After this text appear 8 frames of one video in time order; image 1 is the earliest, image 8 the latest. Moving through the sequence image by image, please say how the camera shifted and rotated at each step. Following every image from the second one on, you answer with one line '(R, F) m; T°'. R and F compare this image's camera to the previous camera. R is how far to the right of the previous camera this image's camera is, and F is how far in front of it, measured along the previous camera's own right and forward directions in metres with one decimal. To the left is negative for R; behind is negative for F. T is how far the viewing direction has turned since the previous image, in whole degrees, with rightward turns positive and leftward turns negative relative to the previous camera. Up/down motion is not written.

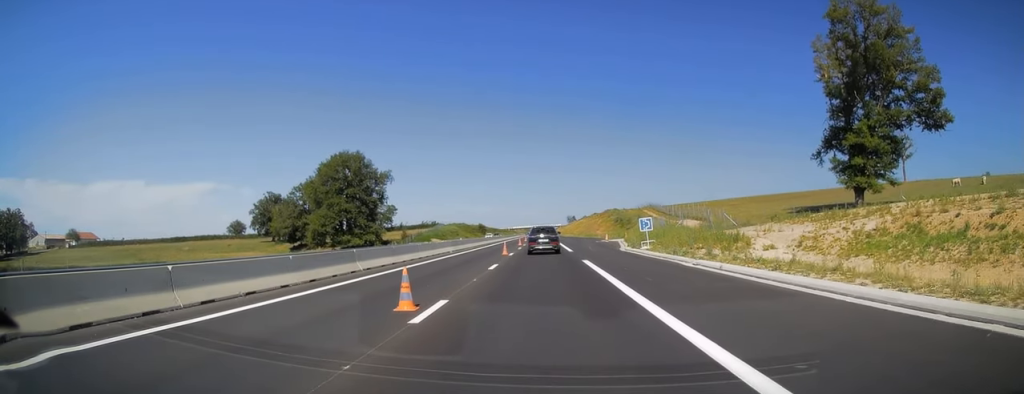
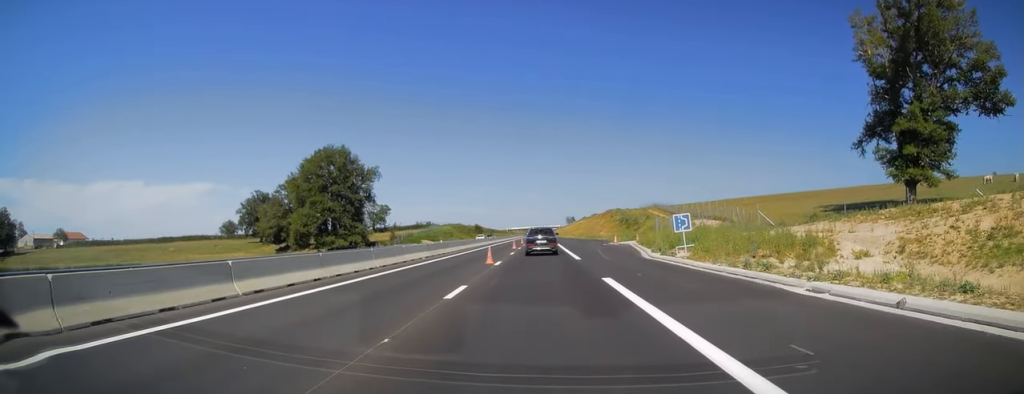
(0.0, +9.4) m; 0°
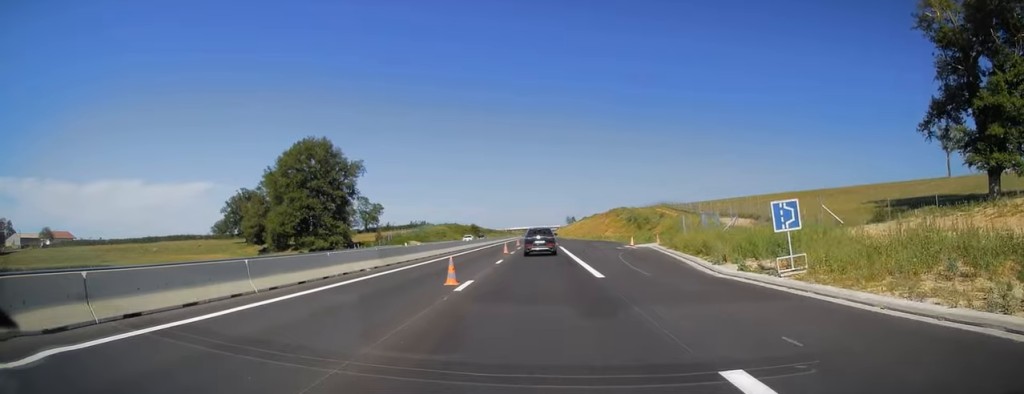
(0.0, +11.1) m; 0°
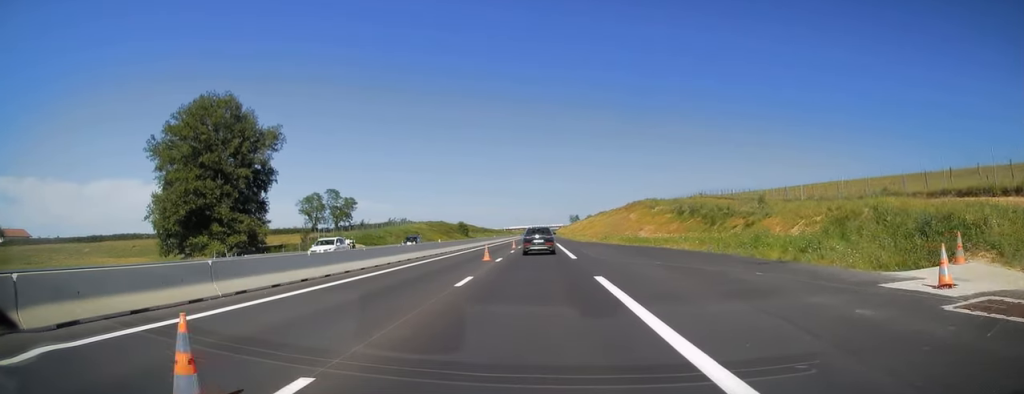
(-0.2, +37.6) m; -1°
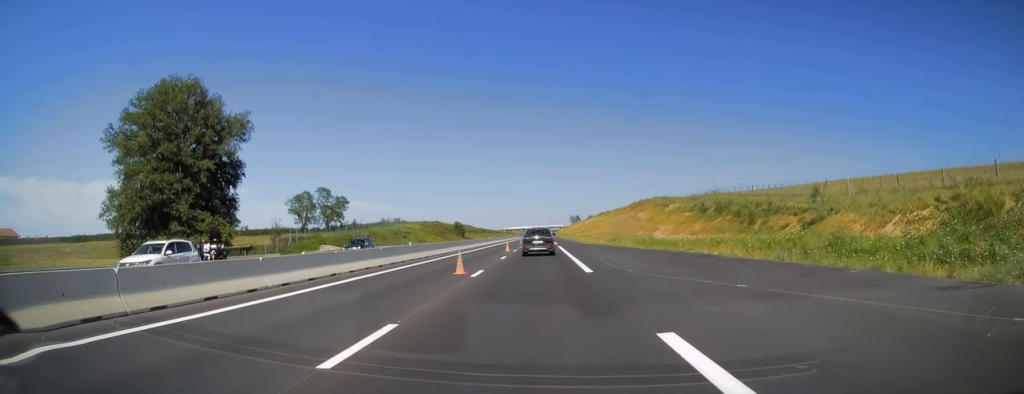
(-0.2, +9.4) m; 0°
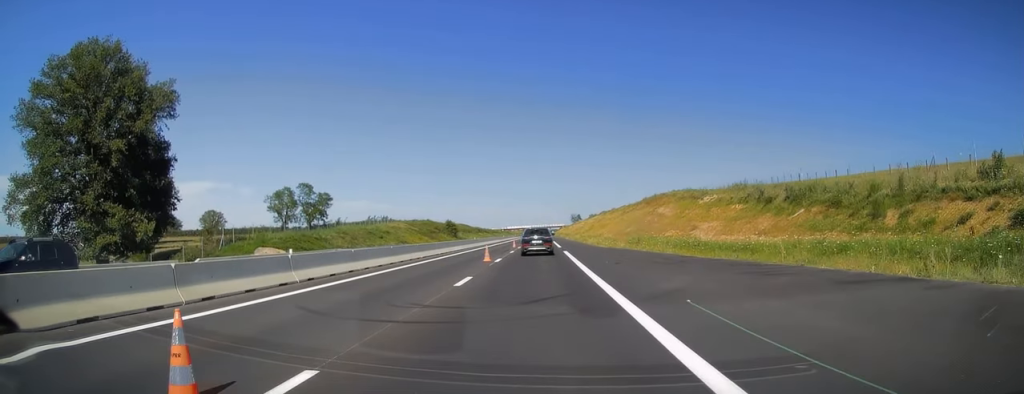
(+0.1, +16.1) m; +1°
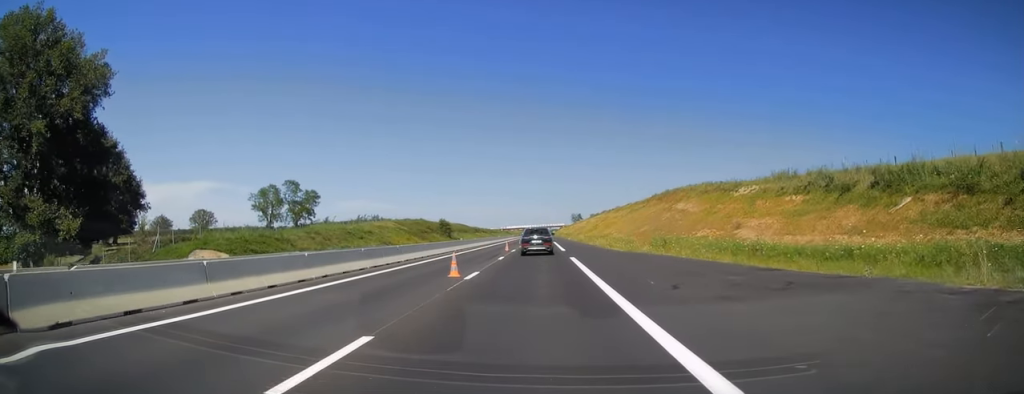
(+0.1, +10.7) m; 0°
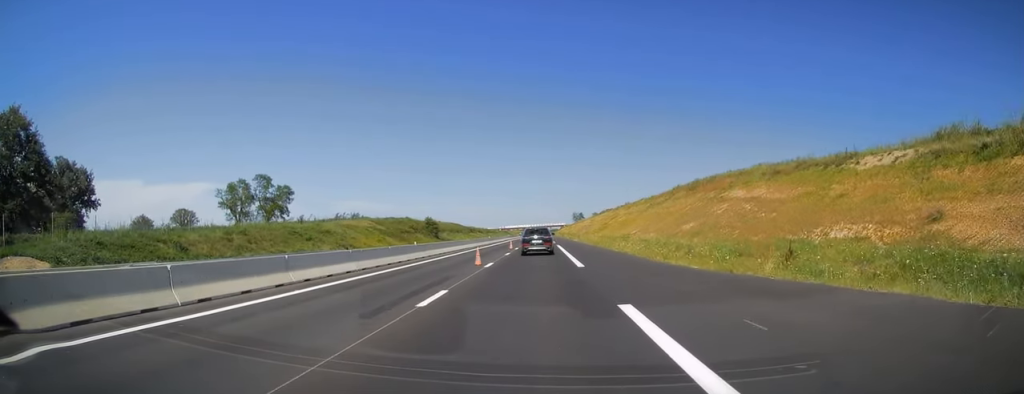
(0.0, +19.5) m; 0°
